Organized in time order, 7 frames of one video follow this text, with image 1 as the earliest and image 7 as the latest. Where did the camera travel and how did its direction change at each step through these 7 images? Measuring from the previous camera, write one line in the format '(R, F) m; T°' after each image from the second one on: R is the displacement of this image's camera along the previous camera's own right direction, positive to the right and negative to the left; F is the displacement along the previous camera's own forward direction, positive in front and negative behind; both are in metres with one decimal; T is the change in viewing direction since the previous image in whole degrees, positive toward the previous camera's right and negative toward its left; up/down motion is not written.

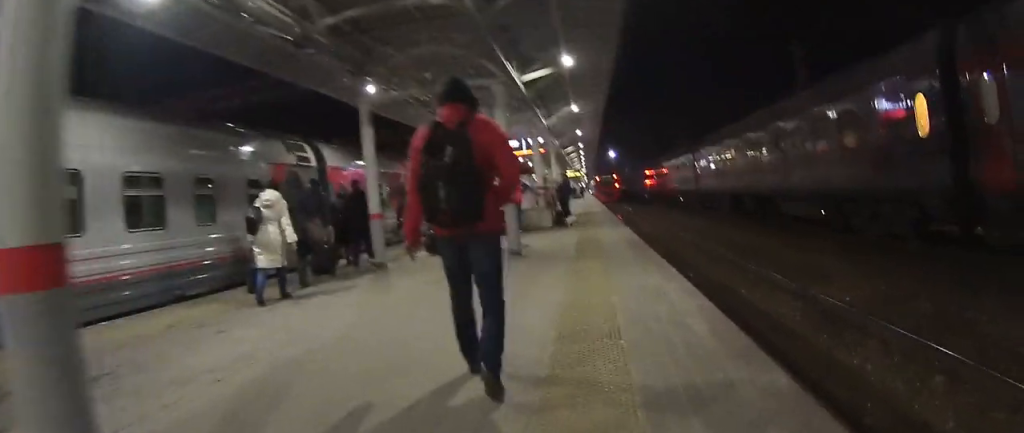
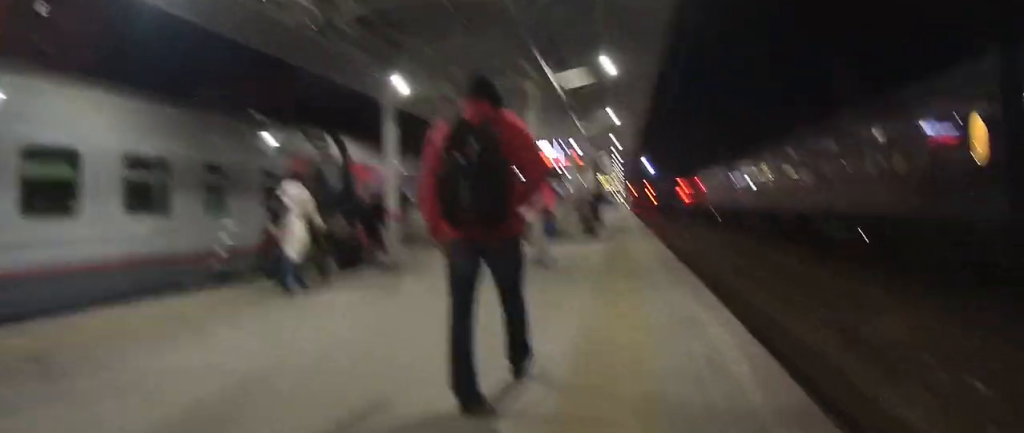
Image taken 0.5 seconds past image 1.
(0.0, +1.0) m; 0°
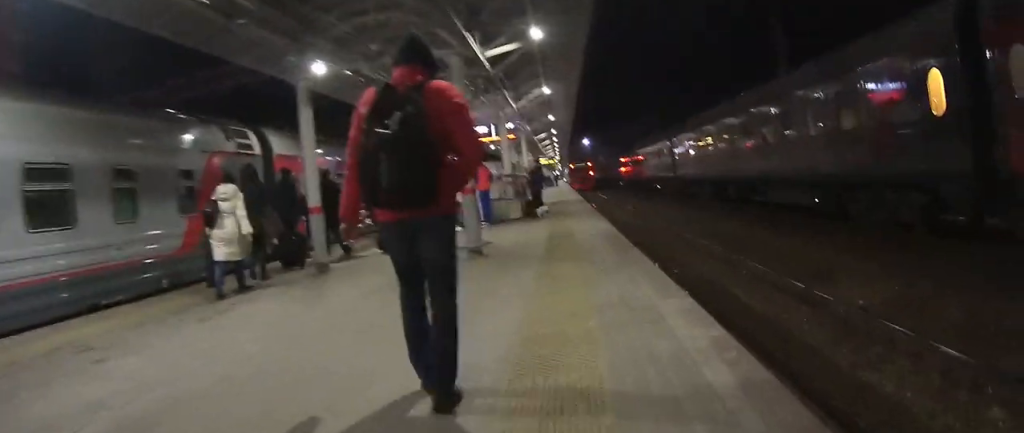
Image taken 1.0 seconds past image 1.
(0.0, +1.1) m; +1°
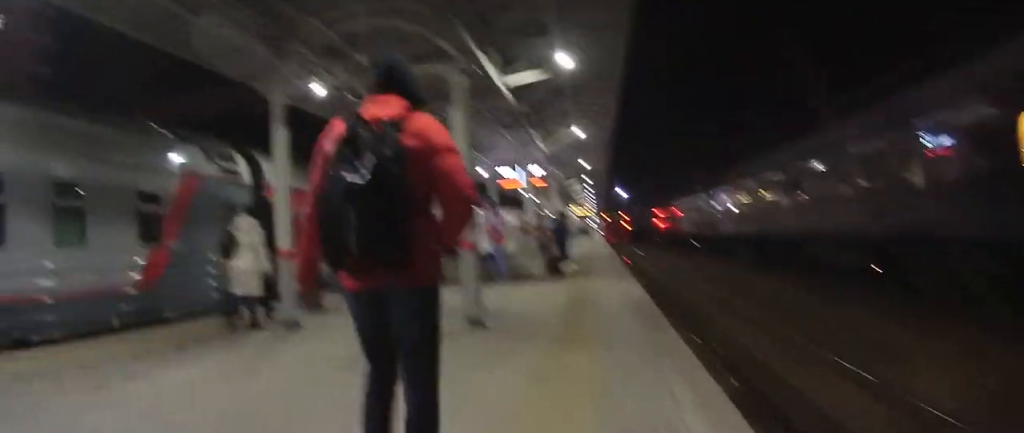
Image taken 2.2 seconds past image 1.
(0.0, +2.5) m; +2°
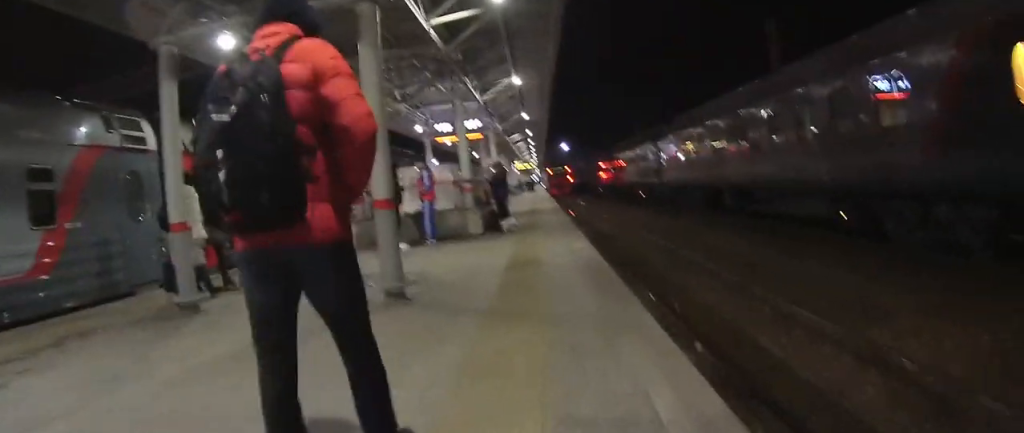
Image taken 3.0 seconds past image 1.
(0.0, +1.6) m; +2°
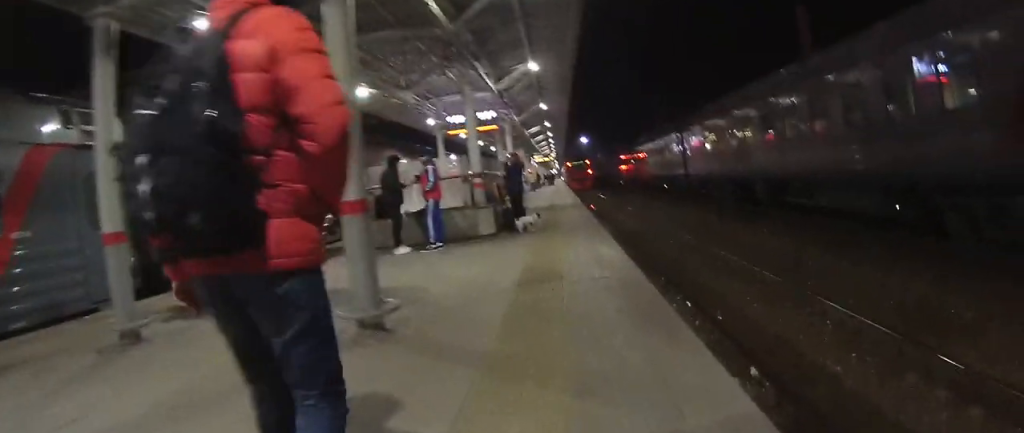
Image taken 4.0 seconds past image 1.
(0.0, +1.8) m; +2°
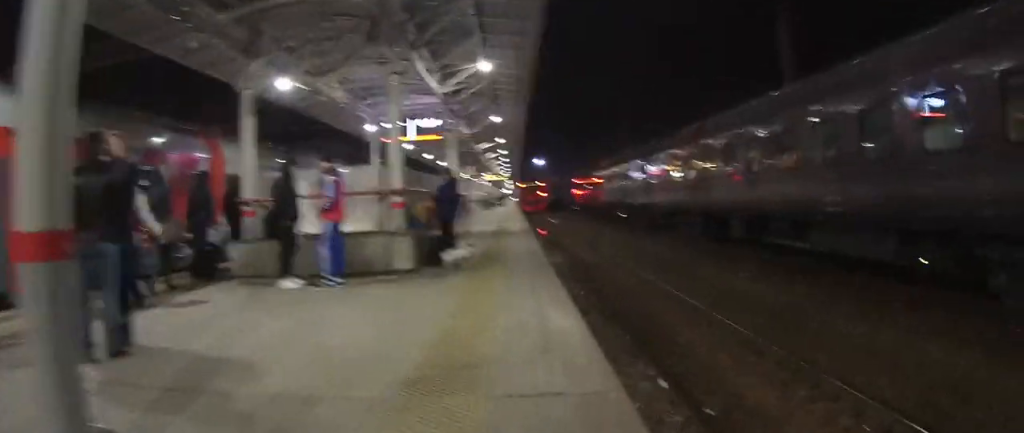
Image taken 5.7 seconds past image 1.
(+0.1, +3.1) m; -3°
